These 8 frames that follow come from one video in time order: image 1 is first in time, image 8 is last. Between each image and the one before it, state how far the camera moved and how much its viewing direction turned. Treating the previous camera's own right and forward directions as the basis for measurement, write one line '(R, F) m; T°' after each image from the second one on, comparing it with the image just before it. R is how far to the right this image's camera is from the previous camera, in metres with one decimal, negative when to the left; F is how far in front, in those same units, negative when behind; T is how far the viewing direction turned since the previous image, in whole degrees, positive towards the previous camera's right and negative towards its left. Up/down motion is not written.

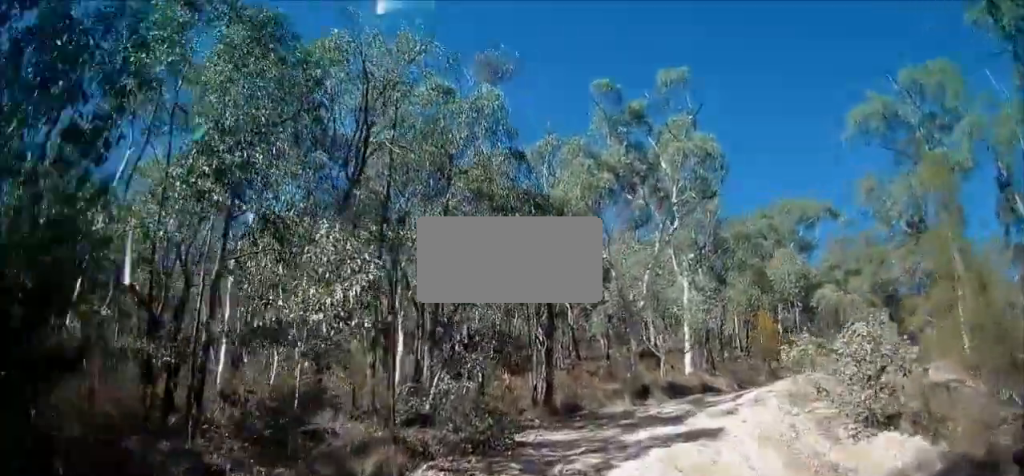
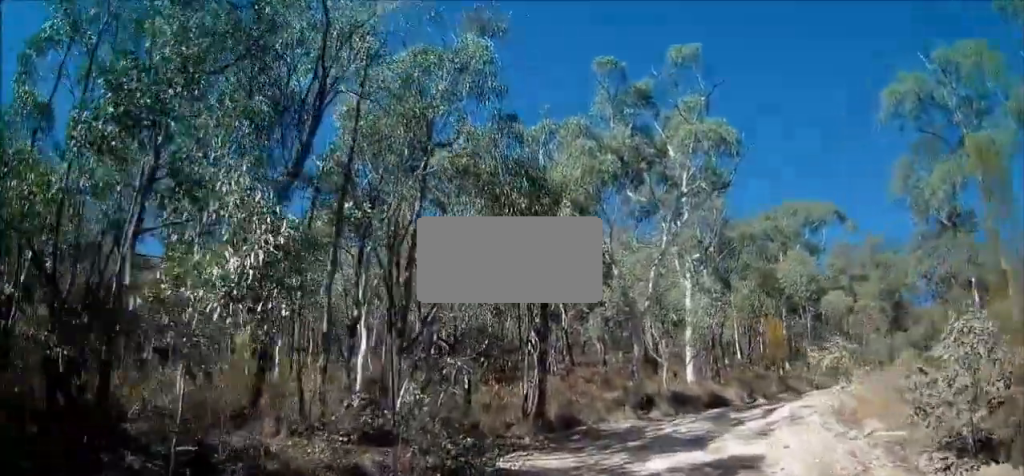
(+0.1, +2.2) m; +2°
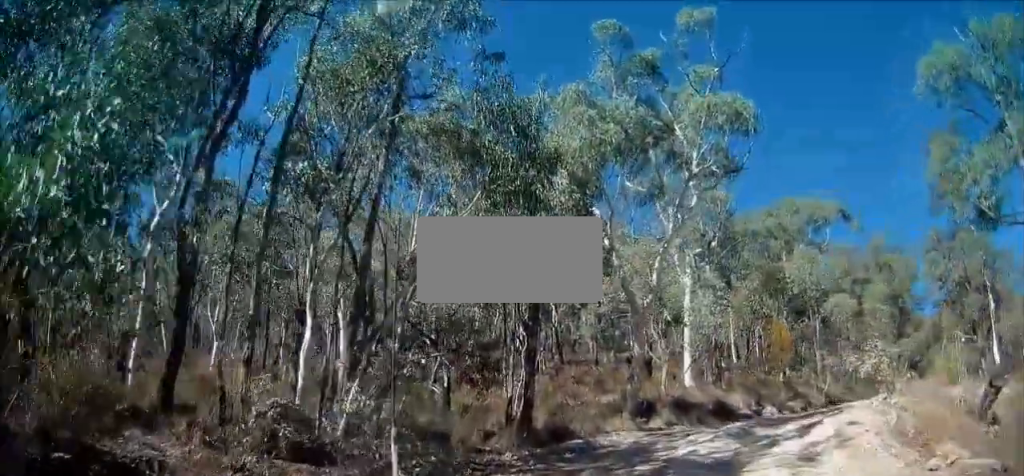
(-0.1, +2.0) m; 0°
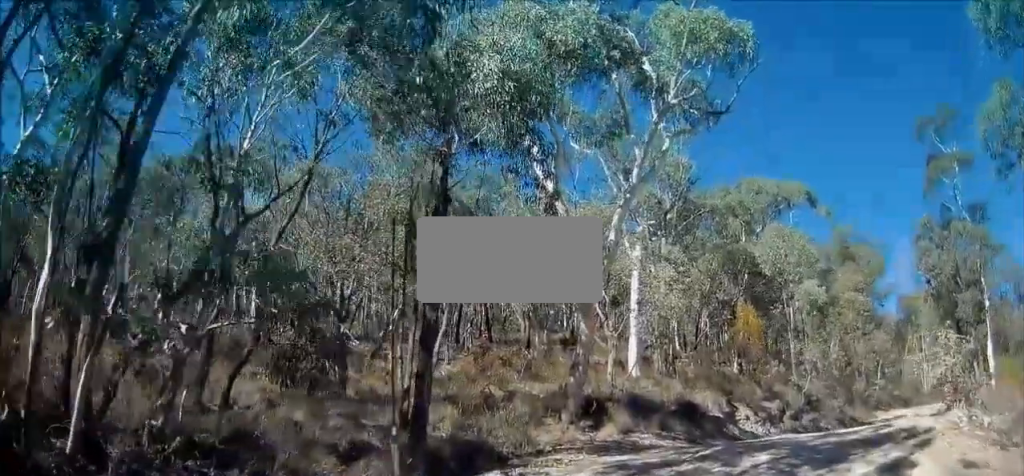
(0.0, +4.3) m; 0°
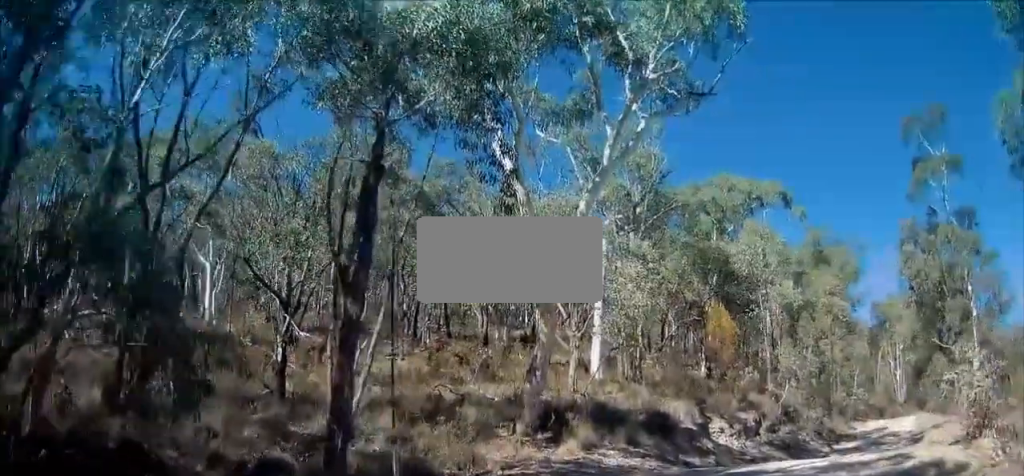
(0.0, +1.6) m; +1°
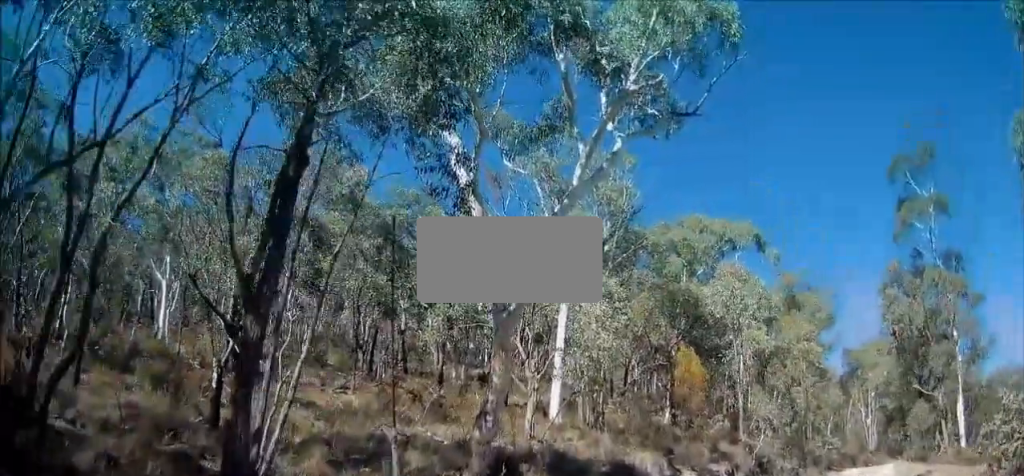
(-0.1, +1.4) m; +4°
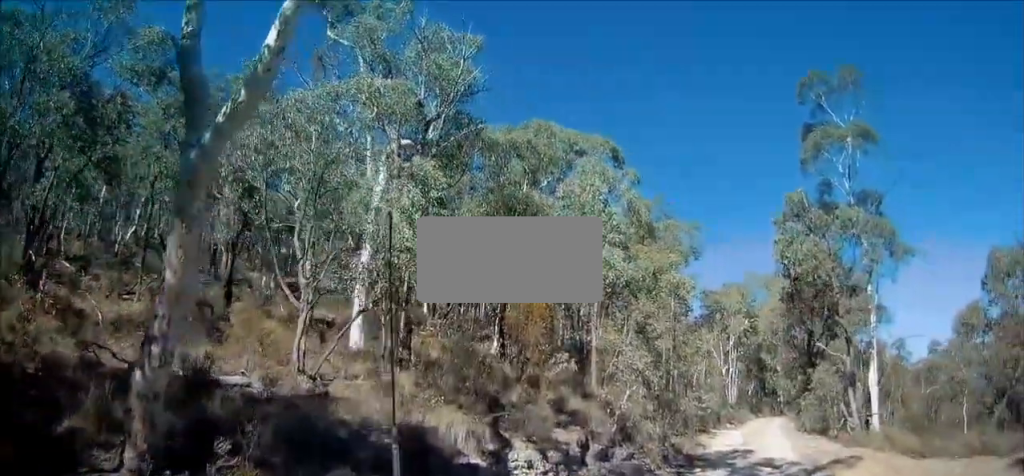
(+0.8, +4.5) m; +17°
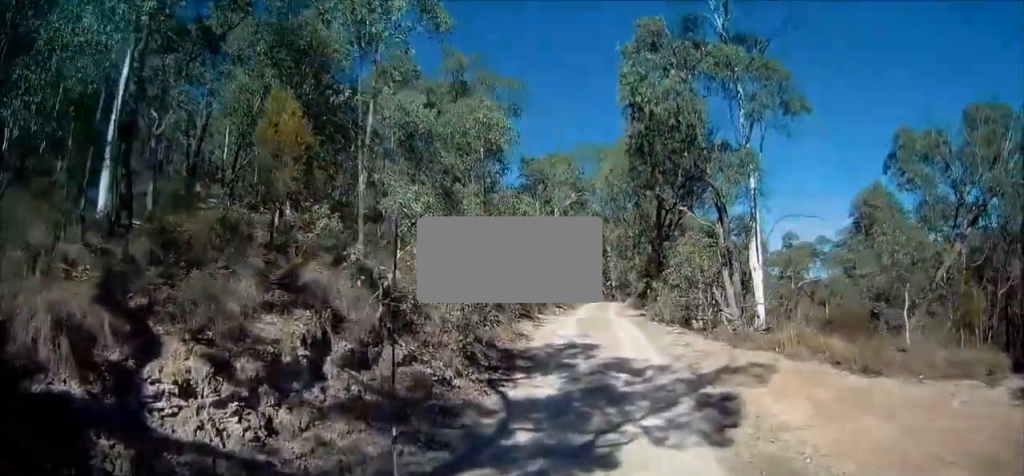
(-0.3, +4.3) m; +2°
